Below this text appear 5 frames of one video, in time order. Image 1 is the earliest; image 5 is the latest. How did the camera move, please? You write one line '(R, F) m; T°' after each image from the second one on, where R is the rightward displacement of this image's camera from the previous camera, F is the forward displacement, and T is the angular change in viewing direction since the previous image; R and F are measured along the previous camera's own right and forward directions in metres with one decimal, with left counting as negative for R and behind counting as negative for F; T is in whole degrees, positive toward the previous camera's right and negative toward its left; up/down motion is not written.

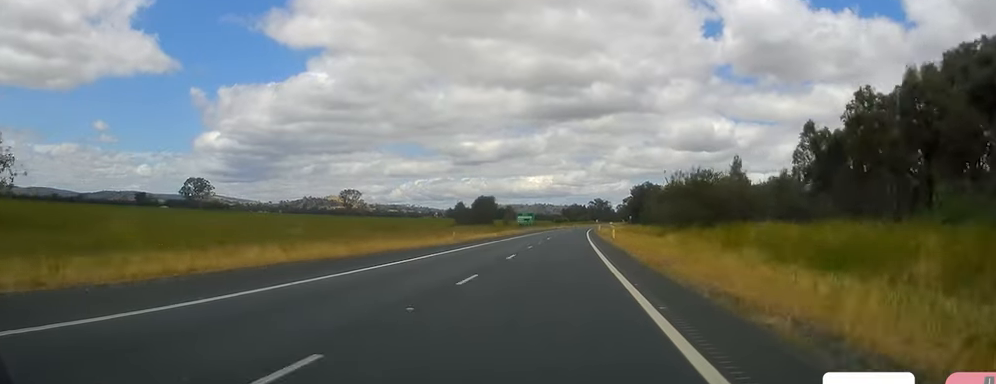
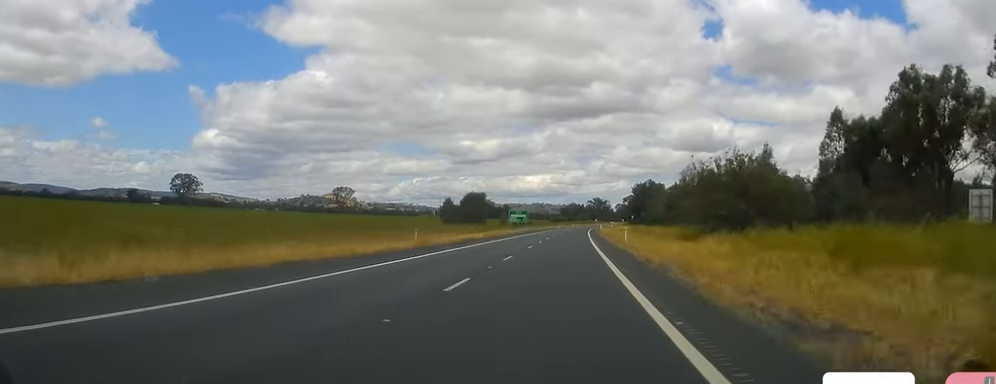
(+0.2, +13.8) m; 0°
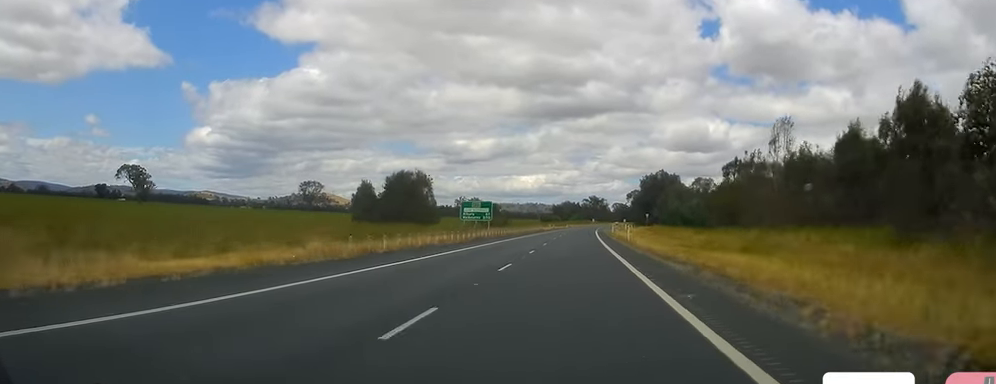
(+0.4, +54.2) m; +1°
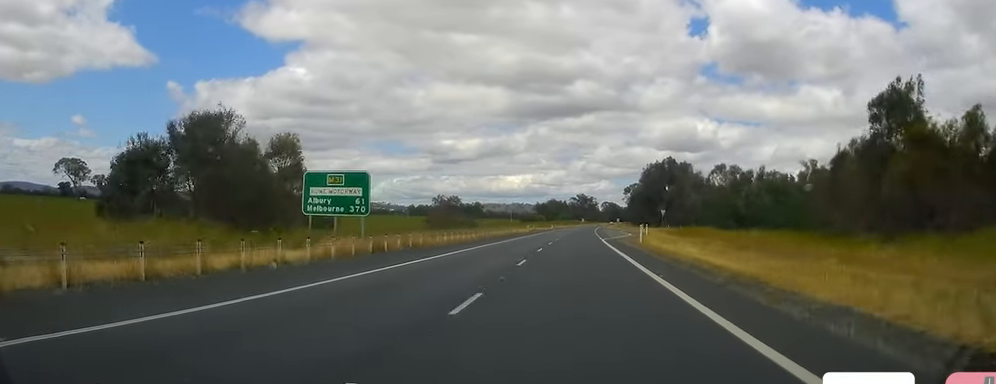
(0.0, +45.3) m; 0°
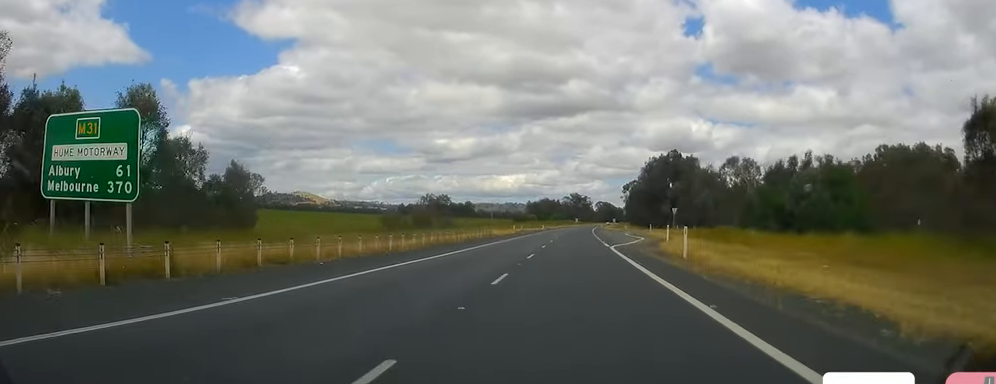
(+0.2, +18.7) m; +1°
